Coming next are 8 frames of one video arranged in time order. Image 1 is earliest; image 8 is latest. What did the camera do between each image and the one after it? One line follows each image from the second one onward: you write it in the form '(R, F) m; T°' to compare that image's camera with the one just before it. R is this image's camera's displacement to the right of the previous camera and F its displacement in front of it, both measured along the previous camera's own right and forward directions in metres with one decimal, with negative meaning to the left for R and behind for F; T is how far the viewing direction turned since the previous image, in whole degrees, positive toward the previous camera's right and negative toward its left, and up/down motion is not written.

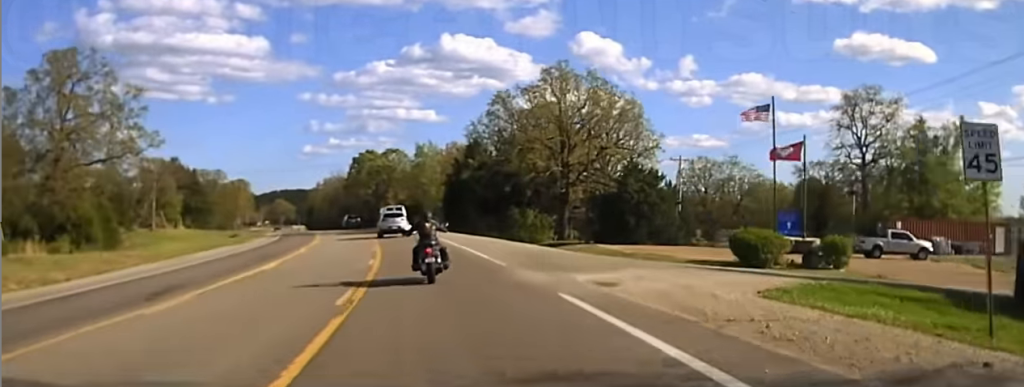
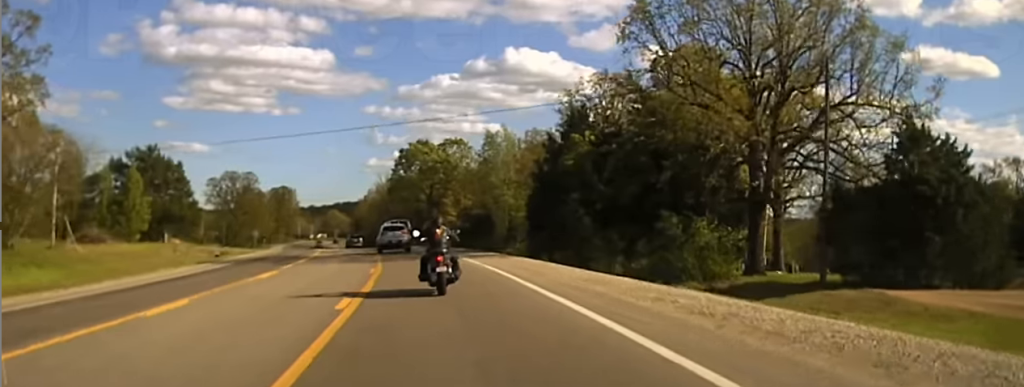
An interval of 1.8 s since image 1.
(-3.1, +38.0) m; -9°
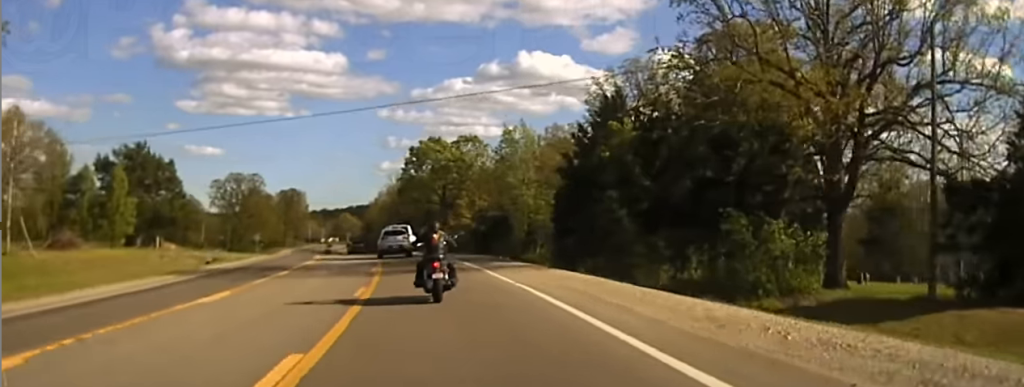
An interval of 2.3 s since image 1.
(-0.2, +8.9) m; -1°
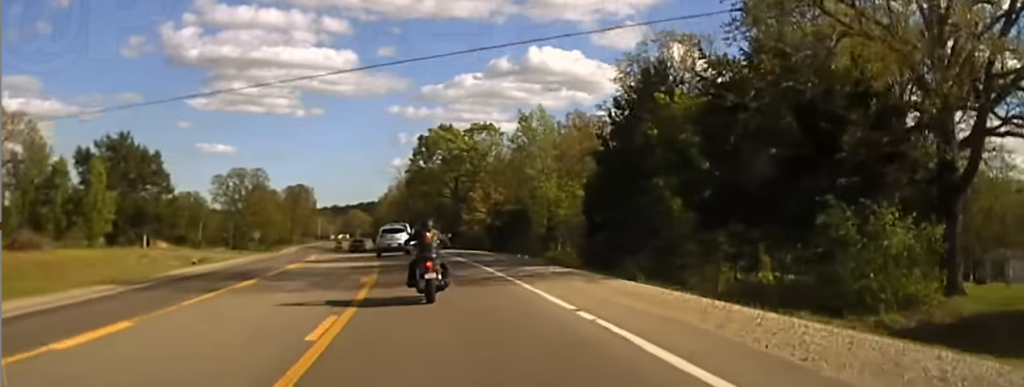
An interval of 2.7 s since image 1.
(0.0, +8.1) m; 0°
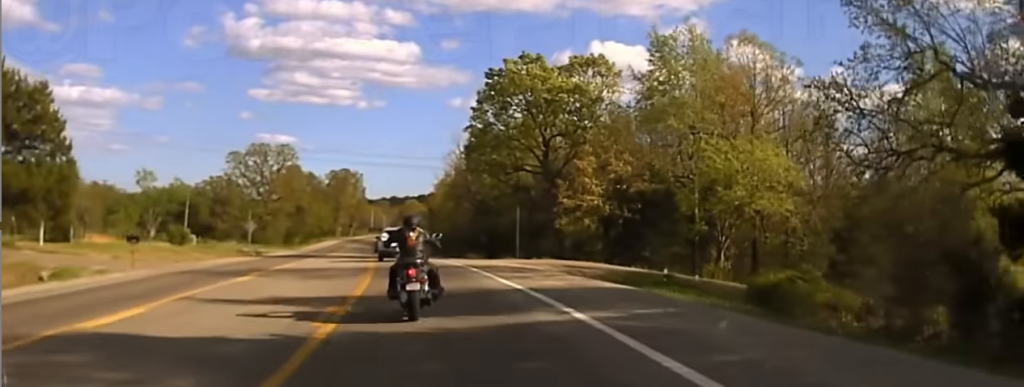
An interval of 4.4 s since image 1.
(0.0, +34.5) m; 0°
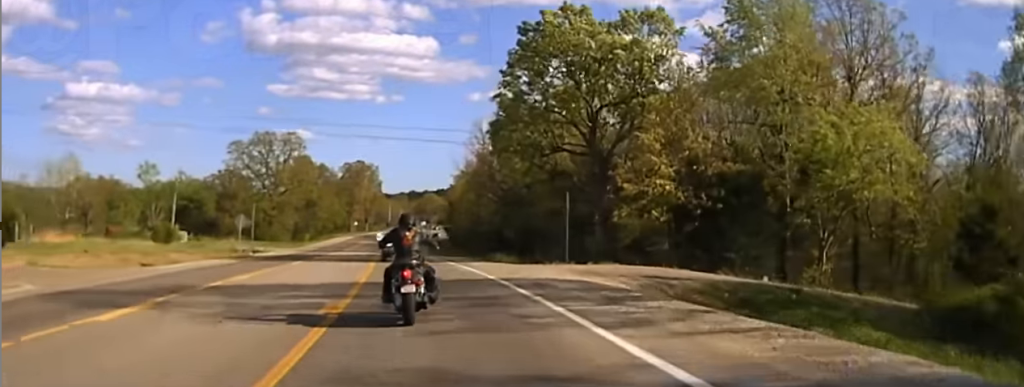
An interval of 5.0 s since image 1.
(0.0, +11.7) m; 0°
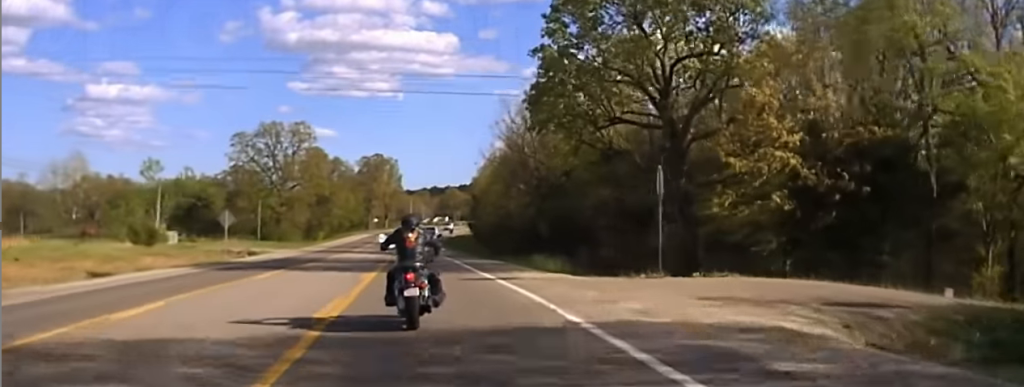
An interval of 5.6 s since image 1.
(0.0, +11.6) m; 0°
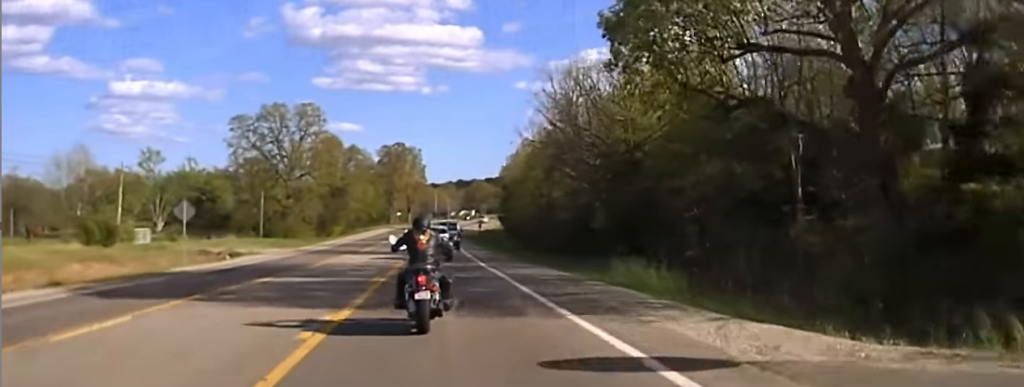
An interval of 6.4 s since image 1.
(0.0, +16.0) m; 0°
